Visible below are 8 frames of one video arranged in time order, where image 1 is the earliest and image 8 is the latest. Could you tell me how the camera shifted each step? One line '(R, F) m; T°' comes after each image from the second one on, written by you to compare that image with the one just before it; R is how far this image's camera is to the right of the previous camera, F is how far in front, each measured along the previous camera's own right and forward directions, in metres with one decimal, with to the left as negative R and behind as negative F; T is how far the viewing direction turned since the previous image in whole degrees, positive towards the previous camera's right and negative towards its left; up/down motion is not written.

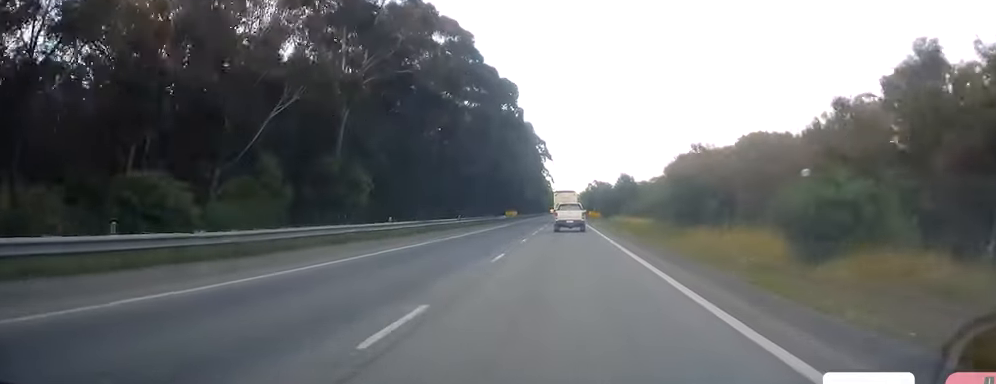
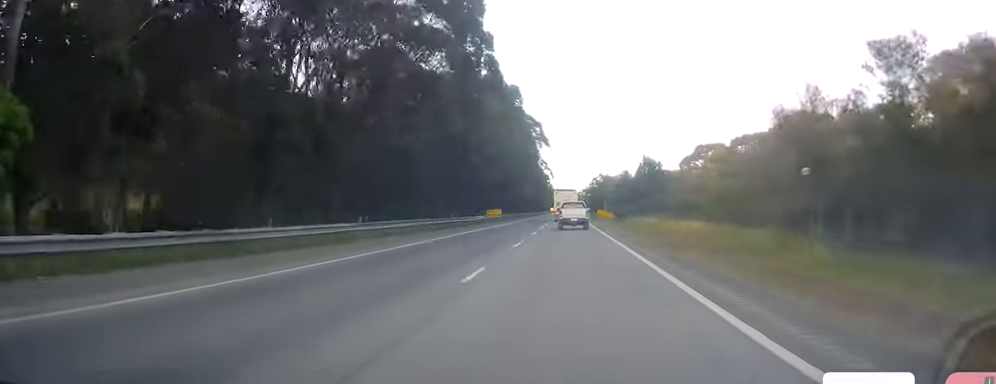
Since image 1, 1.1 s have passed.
(-0.1, +29.9) m; 0°
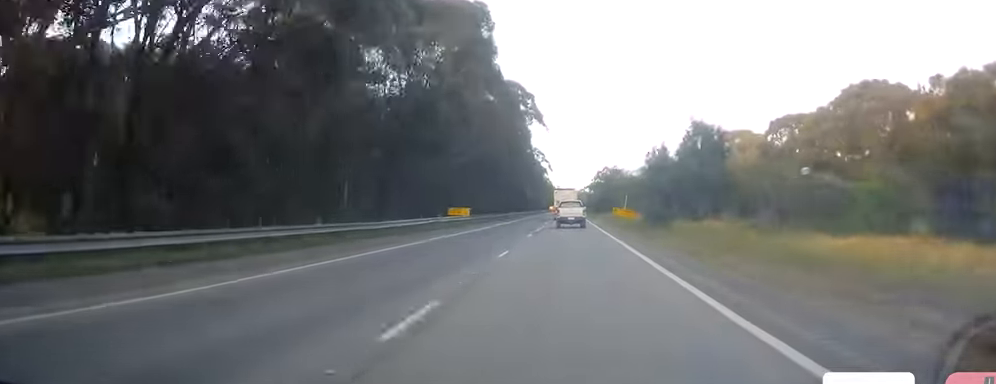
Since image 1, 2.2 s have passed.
(0.0, +30.0) m; 0°
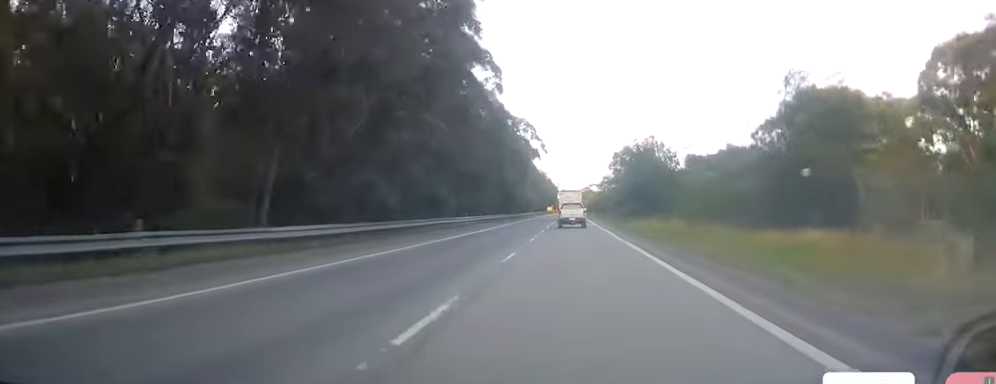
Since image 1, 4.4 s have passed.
(-0.2, +59.9) m; -1°
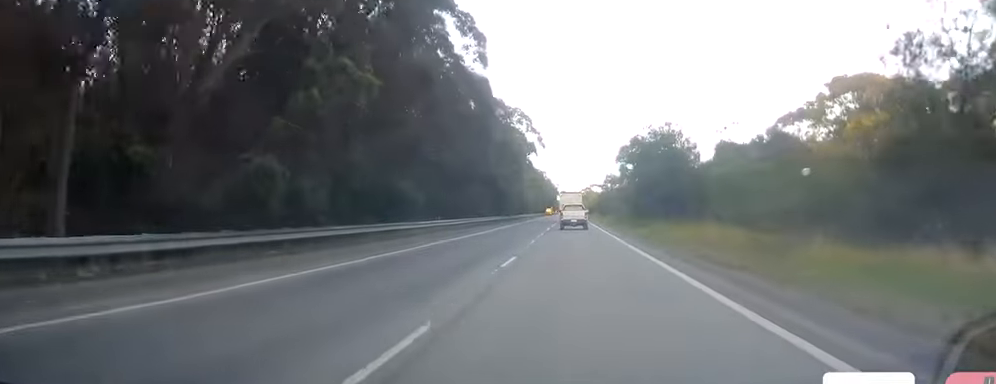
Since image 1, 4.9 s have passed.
(-0.1, +13.5) m; 0°
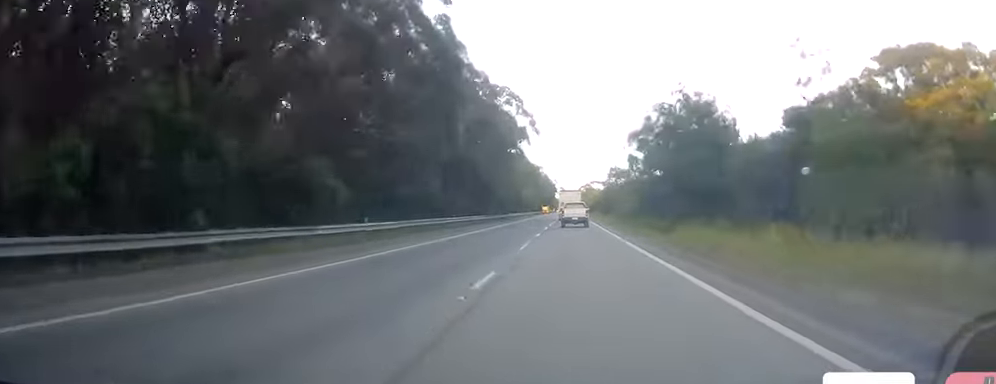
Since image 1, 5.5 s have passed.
(-0.3, +17.1) m; 0°
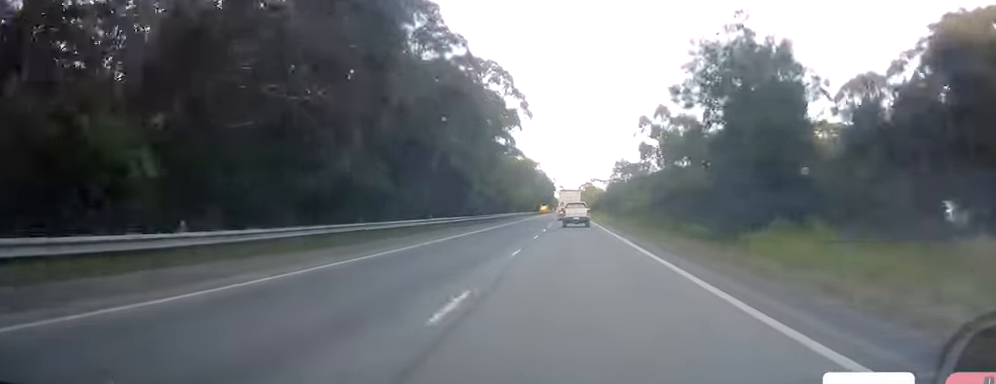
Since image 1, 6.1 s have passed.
(+0.3, +15.4) m; +1°
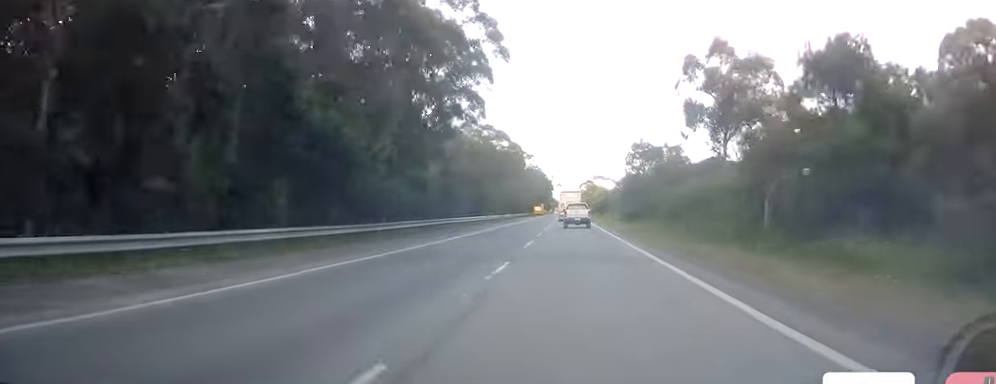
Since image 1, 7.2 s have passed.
(+0.2, +29.2) m; +1°
